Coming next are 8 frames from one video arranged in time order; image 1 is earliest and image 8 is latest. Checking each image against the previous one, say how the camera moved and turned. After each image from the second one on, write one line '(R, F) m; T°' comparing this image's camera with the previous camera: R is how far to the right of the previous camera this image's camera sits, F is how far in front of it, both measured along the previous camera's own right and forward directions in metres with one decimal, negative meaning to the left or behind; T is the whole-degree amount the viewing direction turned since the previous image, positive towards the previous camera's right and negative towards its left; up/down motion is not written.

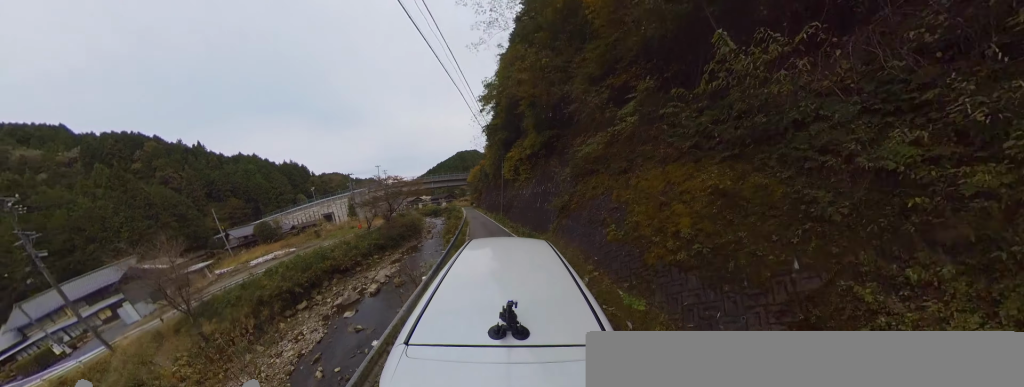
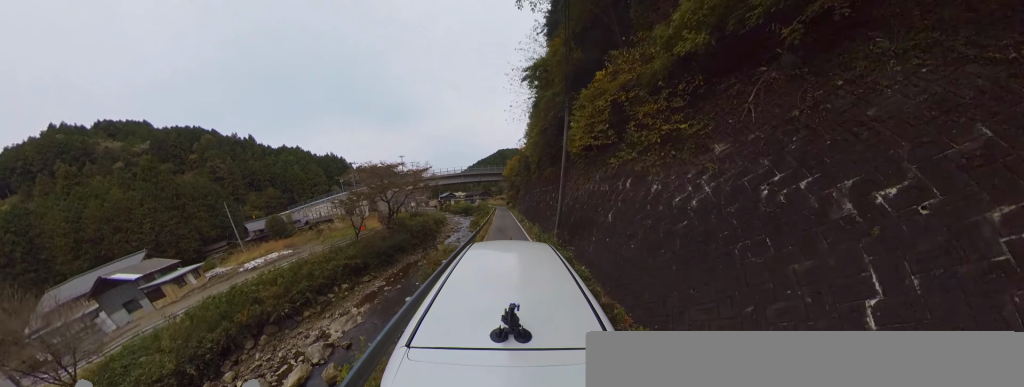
(-1.1, +12.7) m; -3°
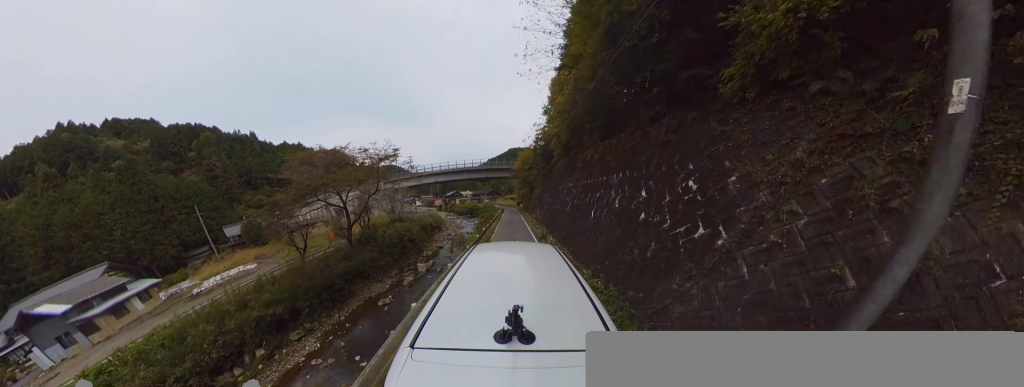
(+0.6, +8.7) m; -2°
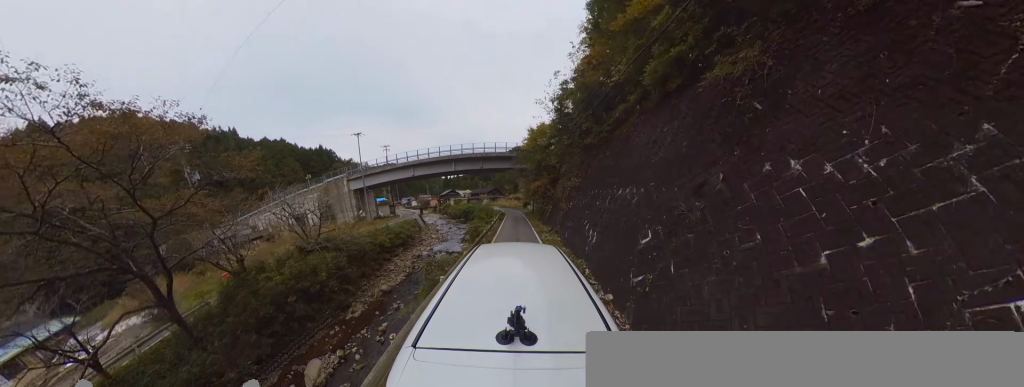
(-1.8, +12.1) m; -10°
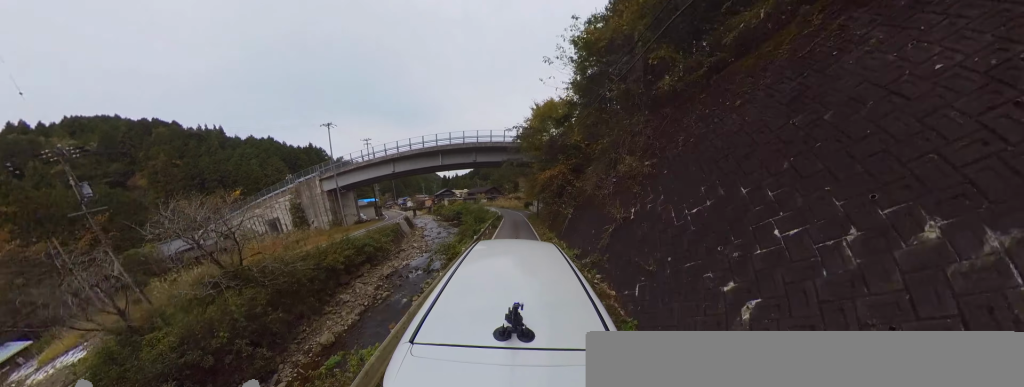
(-0.3, +5.9) m; 0°
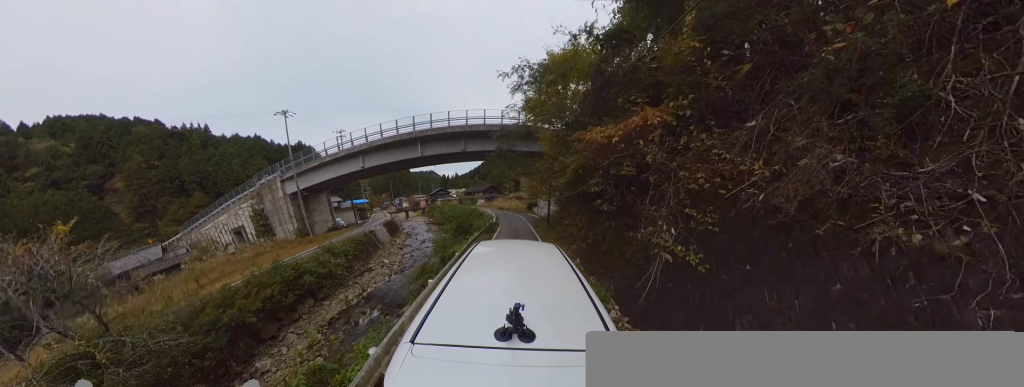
(+0.4, +5.9) m; +4°
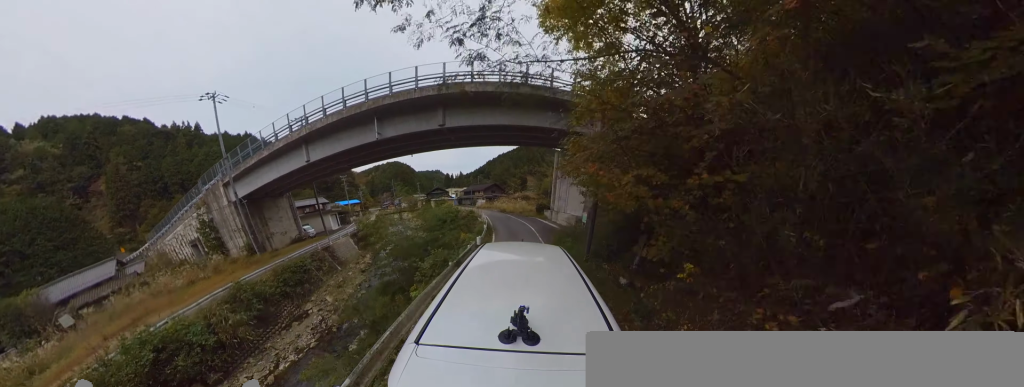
(+0.2, +7.4) m; -5°
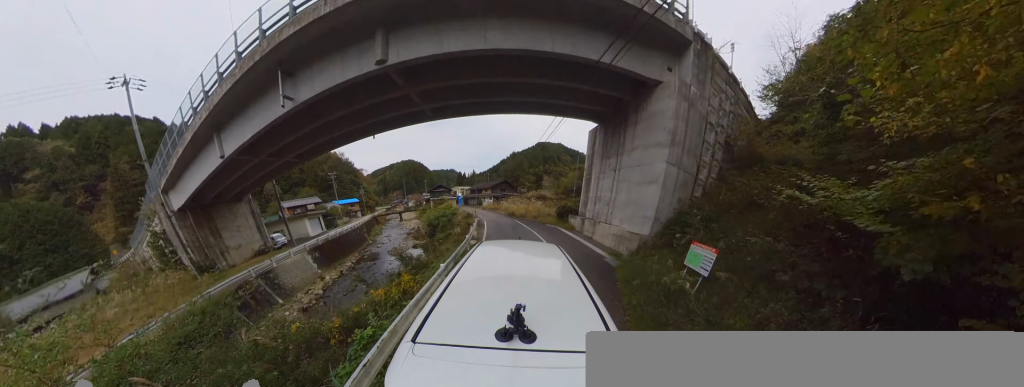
(-0.7, +7.2) m; -9°
